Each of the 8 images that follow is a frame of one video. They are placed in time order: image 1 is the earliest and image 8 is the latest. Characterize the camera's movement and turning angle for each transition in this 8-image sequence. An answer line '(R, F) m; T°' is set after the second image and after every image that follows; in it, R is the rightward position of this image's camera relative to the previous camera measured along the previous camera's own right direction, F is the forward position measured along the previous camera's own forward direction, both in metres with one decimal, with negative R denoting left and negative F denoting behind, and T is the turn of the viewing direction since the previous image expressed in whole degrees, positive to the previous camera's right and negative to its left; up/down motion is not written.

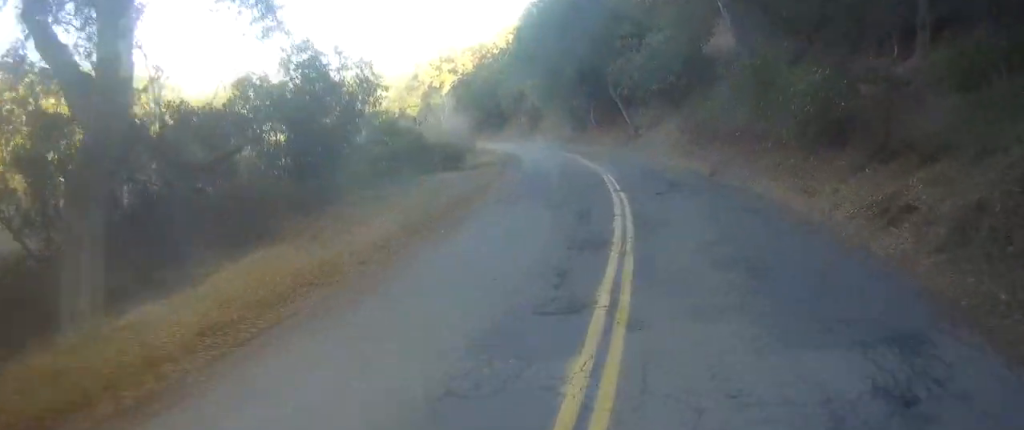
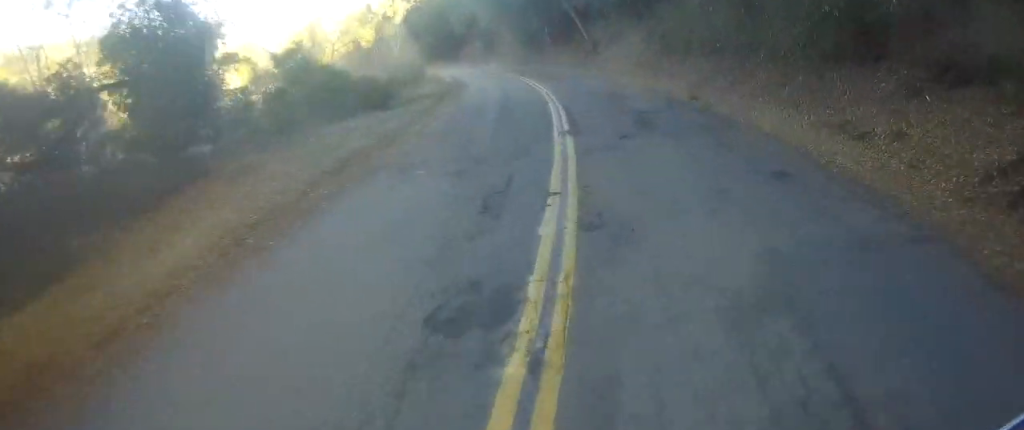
(0.0, +5.1) m; -3°
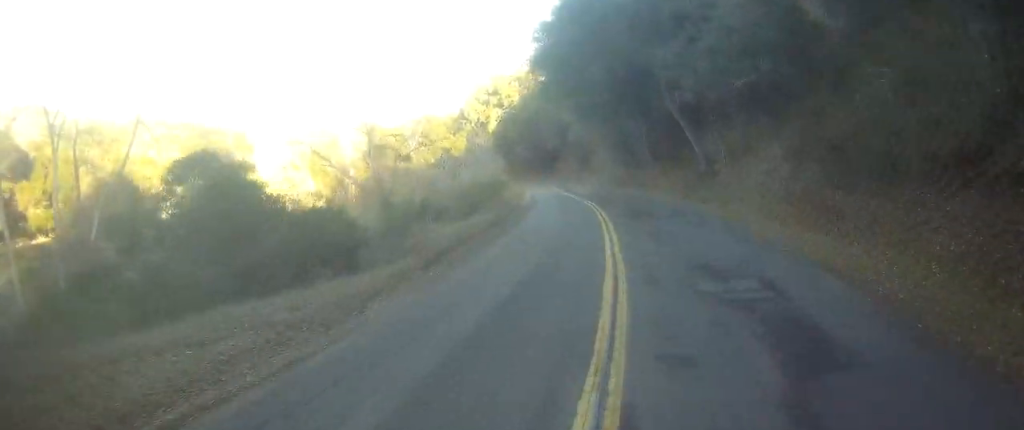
(-1.3, +12.8) m; -10°
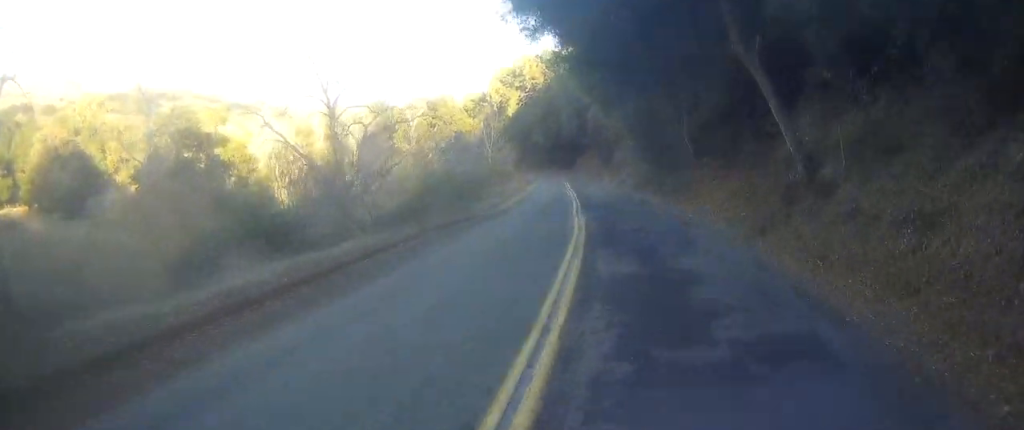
(-1.3, +14.5) m; -8°
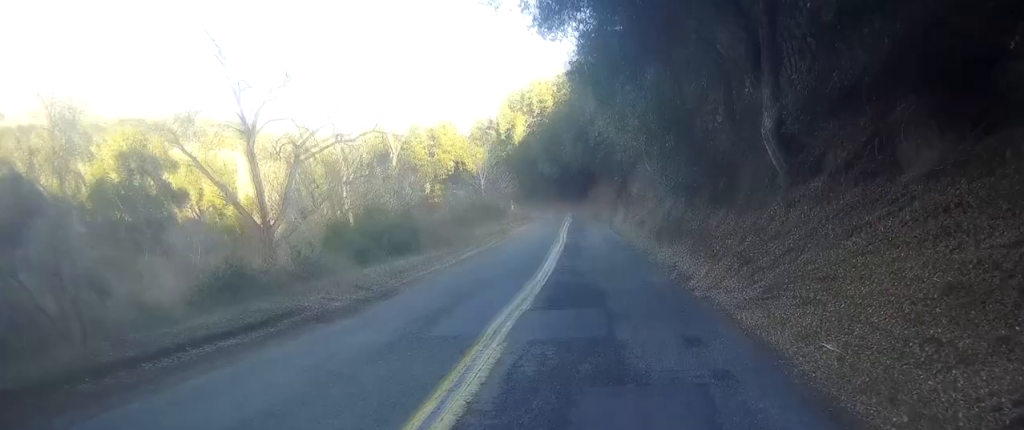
(-0.3, +13.9) m; -12°
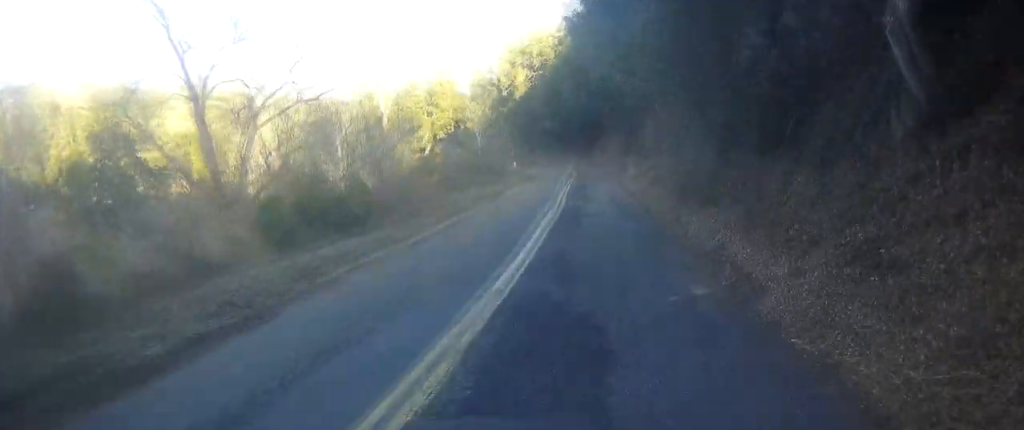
(-0.8, +5.9) m; -4°
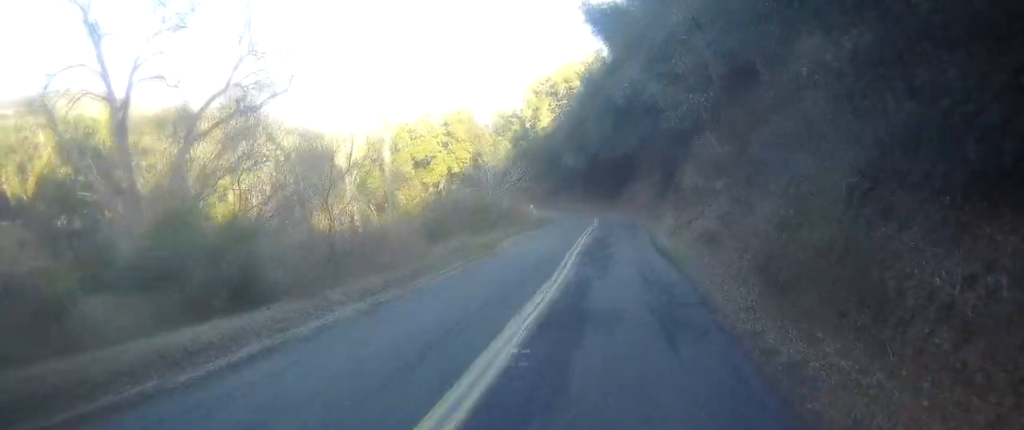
(-1.0, +9.0) m; -4°
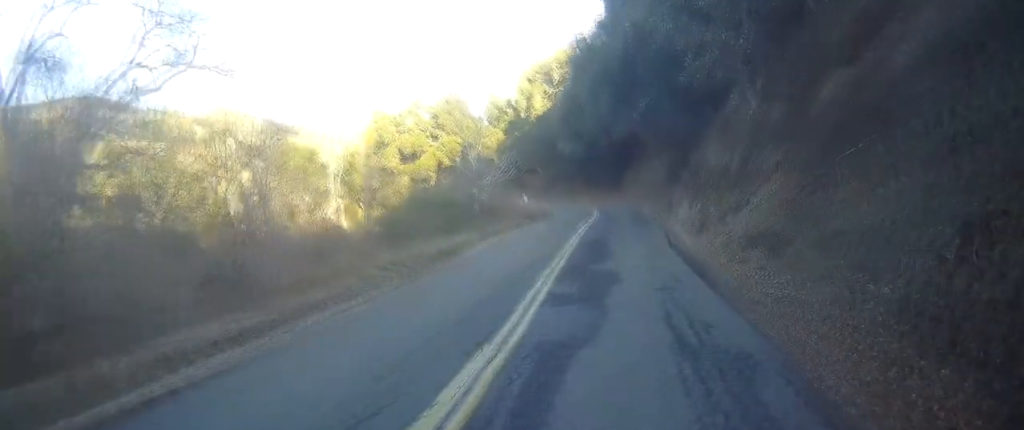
(+0.1, +7.5) m; +3°
